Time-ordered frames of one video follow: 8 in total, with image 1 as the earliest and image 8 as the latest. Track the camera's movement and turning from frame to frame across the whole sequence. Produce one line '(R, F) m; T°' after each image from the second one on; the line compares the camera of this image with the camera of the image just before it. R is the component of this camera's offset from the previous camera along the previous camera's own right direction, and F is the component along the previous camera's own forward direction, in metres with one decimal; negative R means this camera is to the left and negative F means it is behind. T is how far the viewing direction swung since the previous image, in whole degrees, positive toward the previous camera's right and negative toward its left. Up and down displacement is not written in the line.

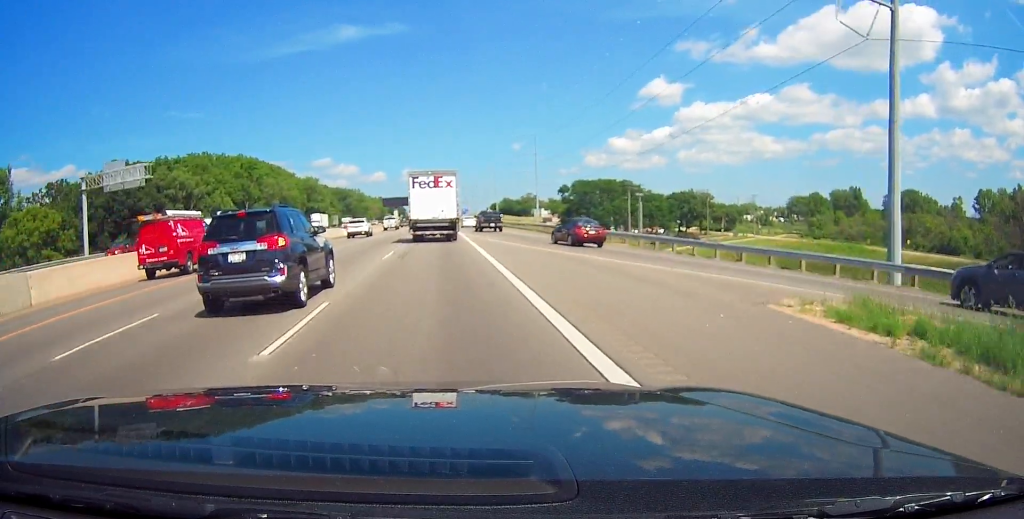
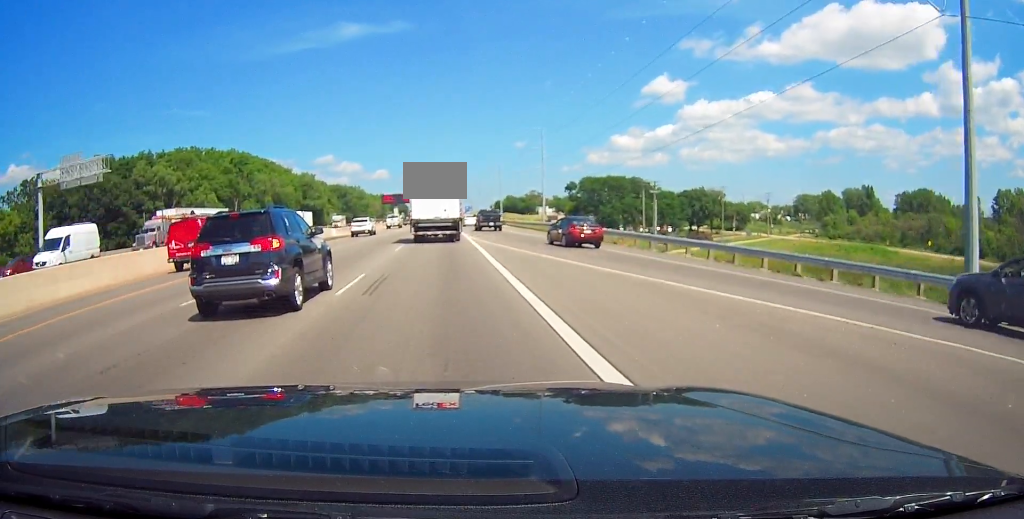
(0.0, +9.6) m; 0°
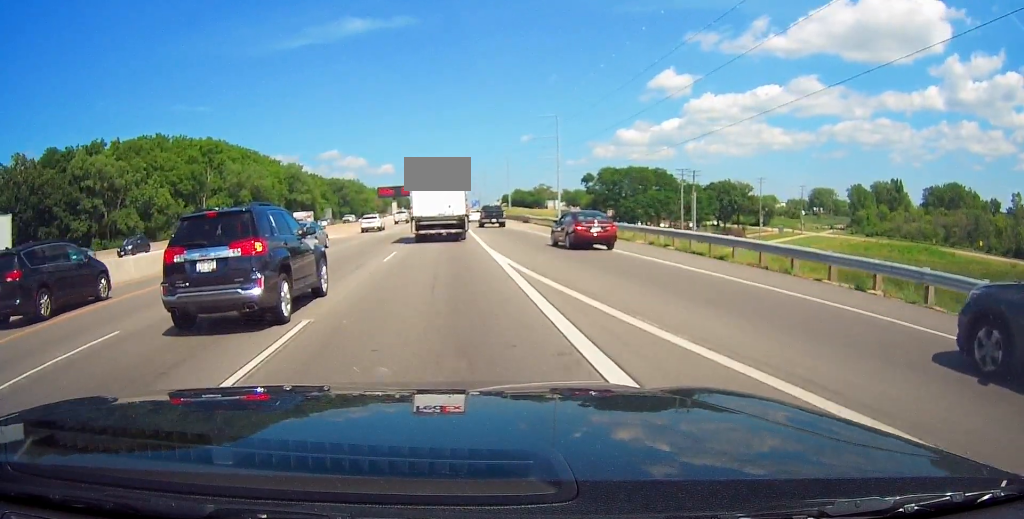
(0.0, +22.1) m; -1°
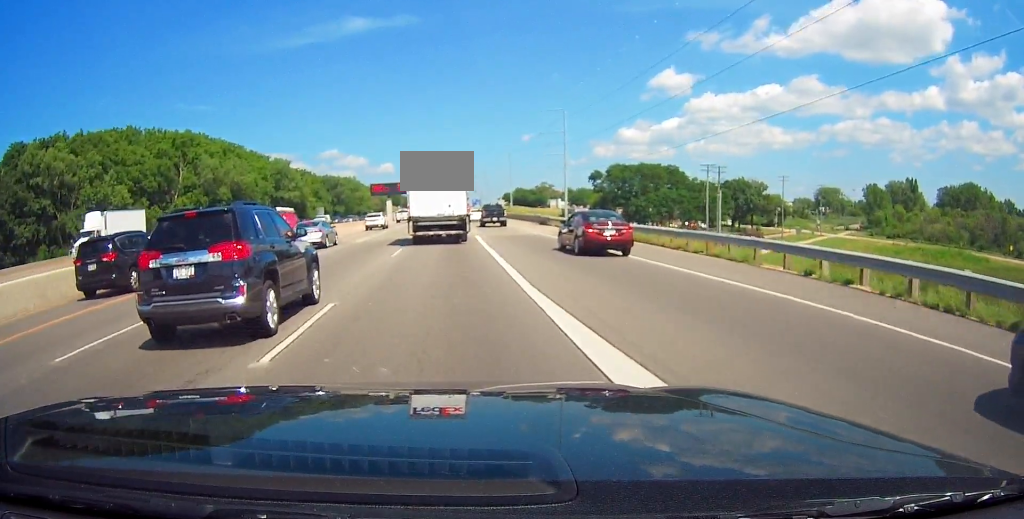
(0.0, +13.1) m; -1°
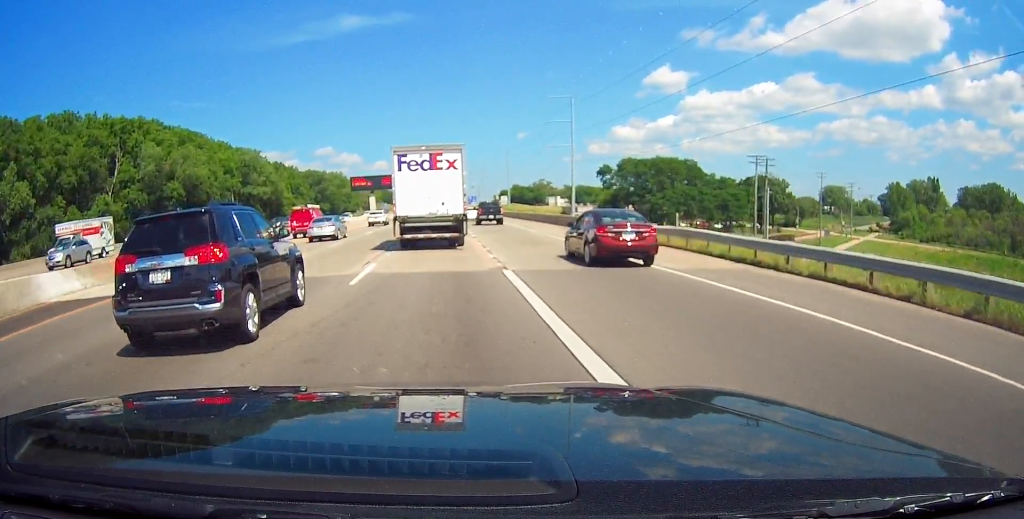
(-0.3, +21.4) m; +1°
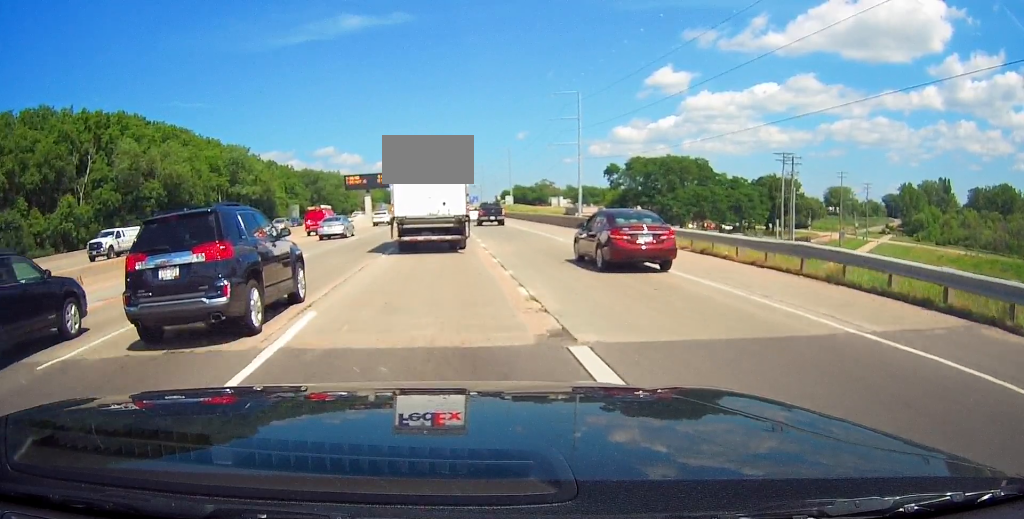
(+0.1, +8.4) m; +2°
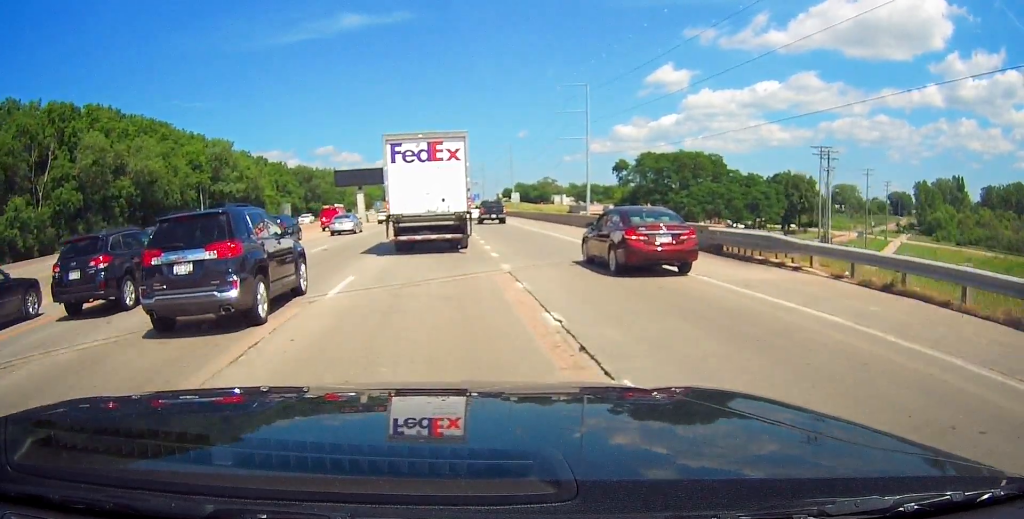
(+0.2, +9.9) m; 0°
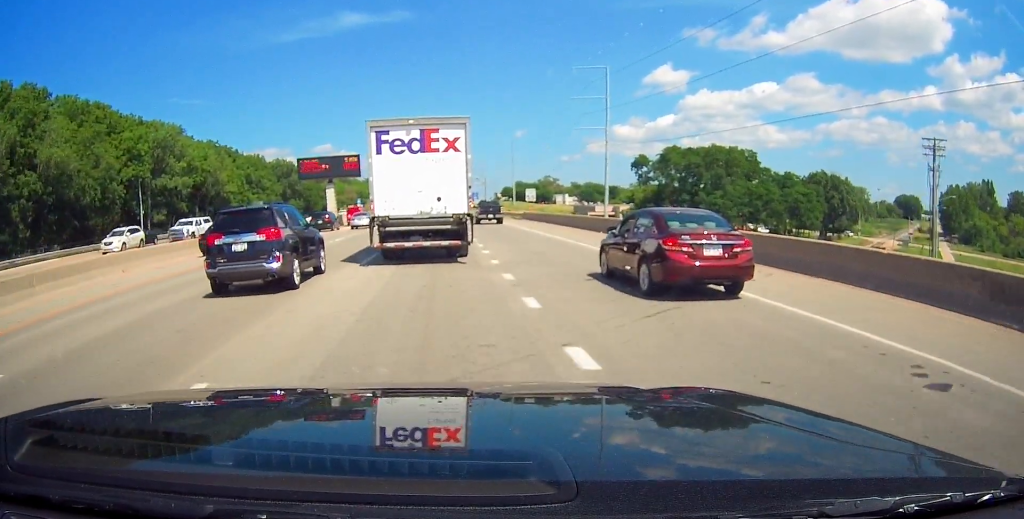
(-0.9, +23.6) m; -2°
